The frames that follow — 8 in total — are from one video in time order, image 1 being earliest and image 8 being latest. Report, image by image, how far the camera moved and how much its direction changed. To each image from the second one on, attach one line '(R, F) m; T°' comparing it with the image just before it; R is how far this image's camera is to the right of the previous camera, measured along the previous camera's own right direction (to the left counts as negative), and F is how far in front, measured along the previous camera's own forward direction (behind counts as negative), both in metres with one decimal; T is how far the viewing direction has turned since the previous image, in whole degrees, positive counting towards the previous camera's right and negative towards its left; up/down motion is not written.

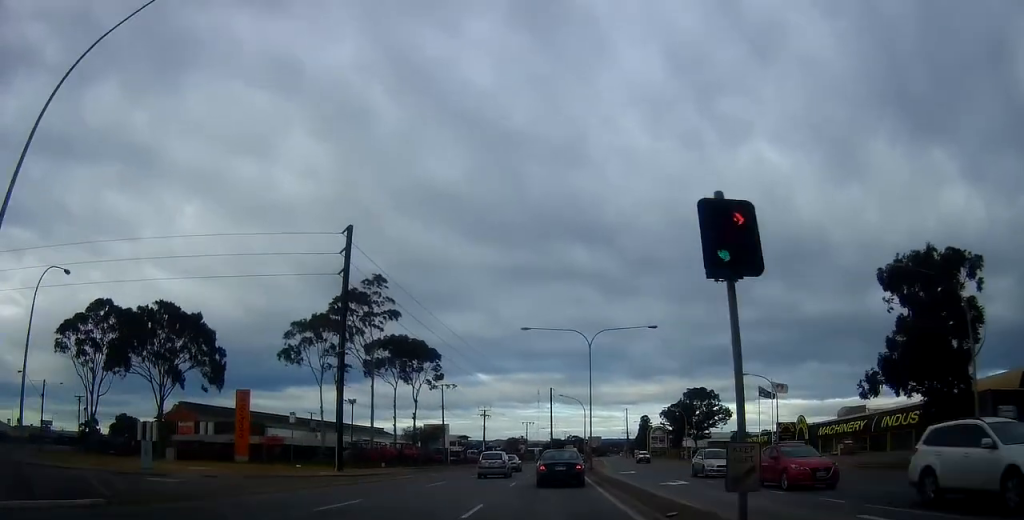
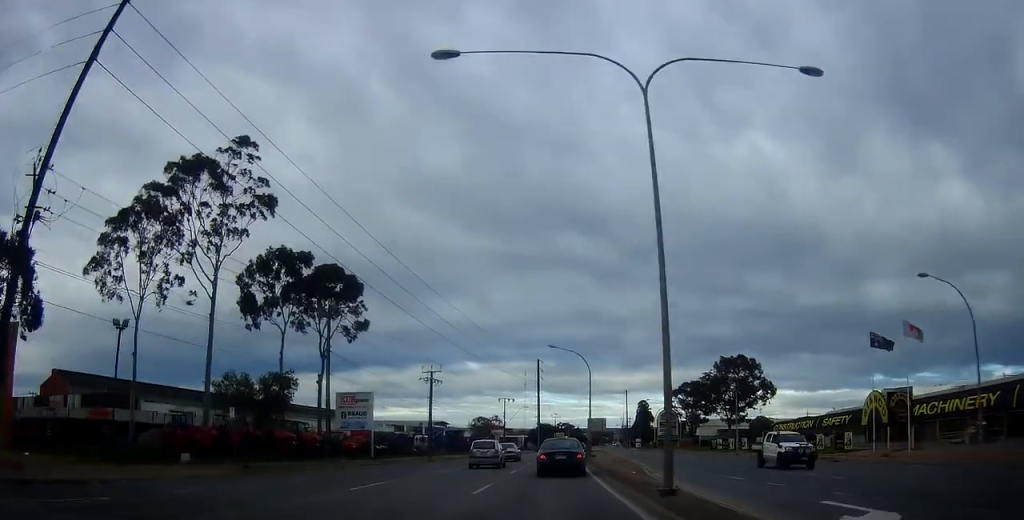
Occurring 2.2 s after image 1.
(-0.7, +32.2) m; -1°
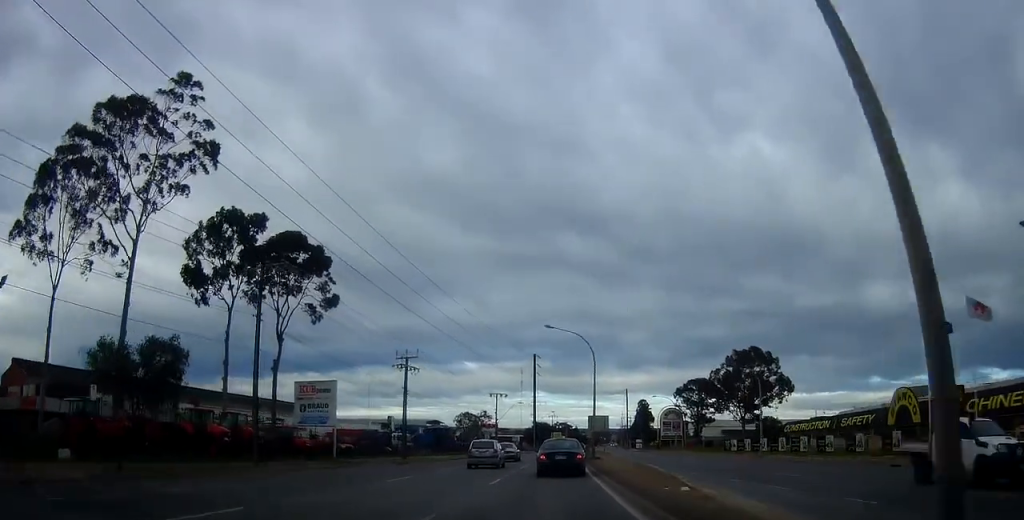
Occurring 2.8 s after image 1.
(+0.2, +8.8) m; +1°
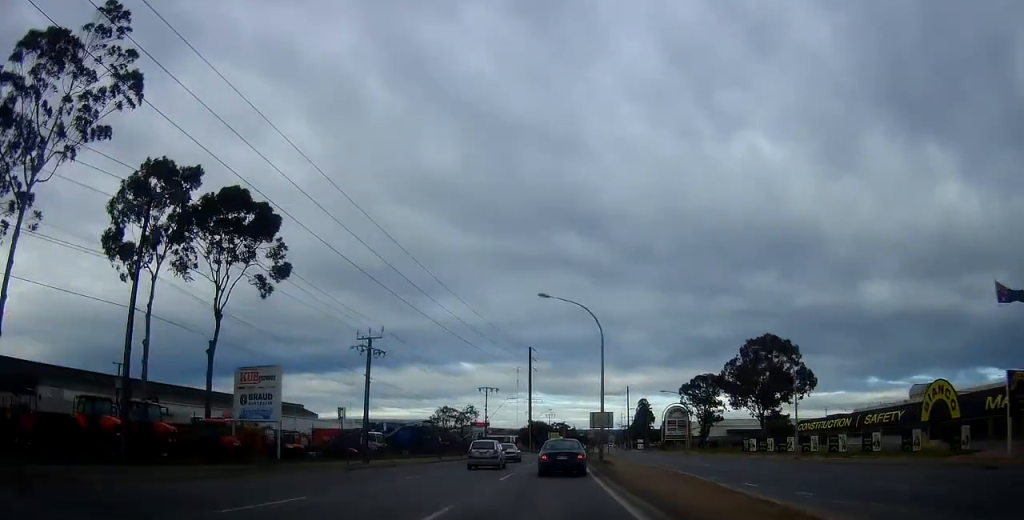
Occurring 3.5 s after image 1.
(0.0, +9.3) m; 0°
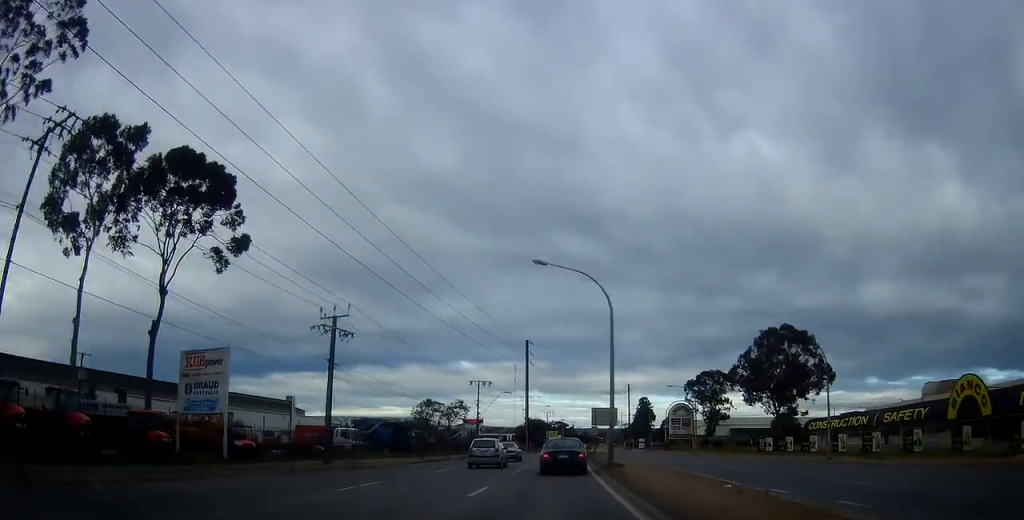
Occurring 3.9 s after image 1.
(0.0, +6.4) m; 0°
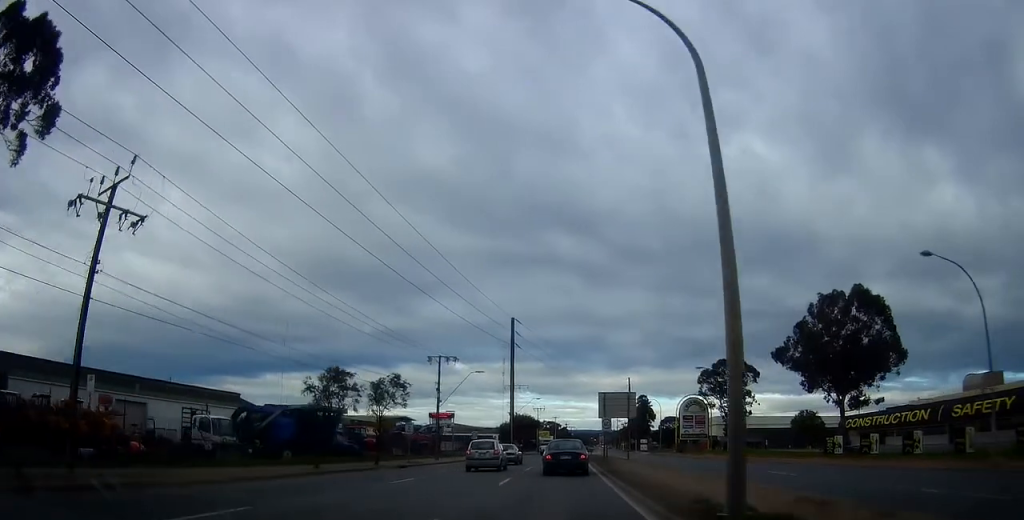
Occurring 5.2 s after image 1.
(+0.1, +19.4) m; 0°
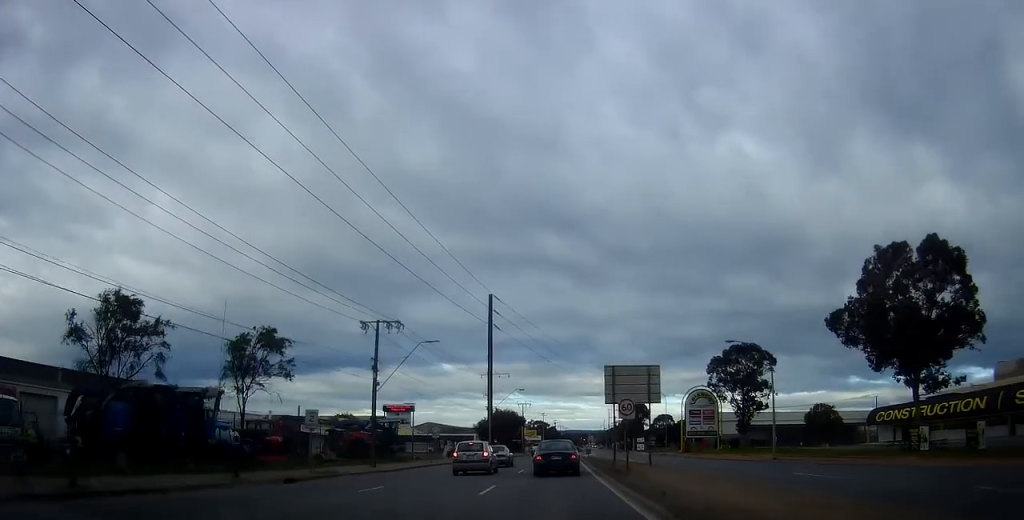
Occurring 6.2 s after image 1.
(0.0, +14.6) m; +1°
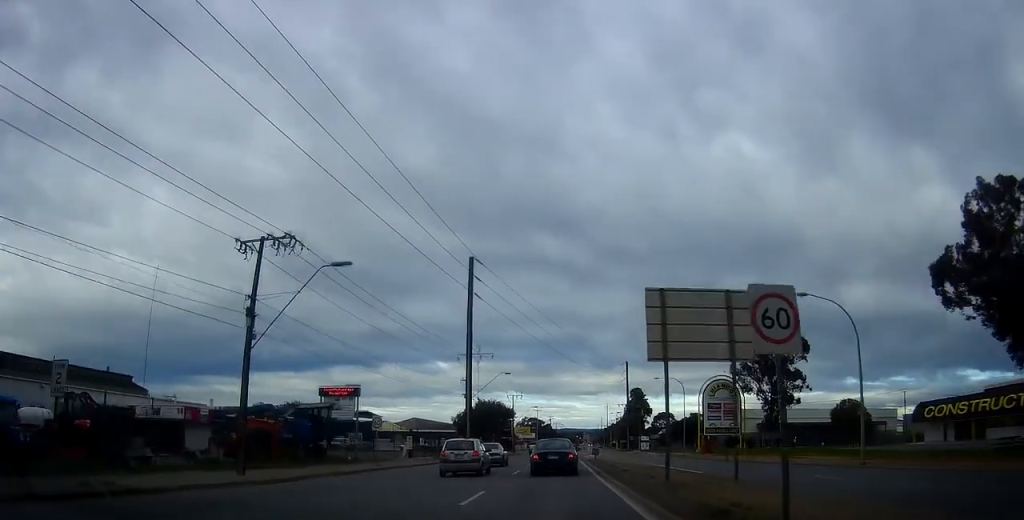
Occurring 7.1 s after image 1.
(+0.2, +14.9) m; +2°
